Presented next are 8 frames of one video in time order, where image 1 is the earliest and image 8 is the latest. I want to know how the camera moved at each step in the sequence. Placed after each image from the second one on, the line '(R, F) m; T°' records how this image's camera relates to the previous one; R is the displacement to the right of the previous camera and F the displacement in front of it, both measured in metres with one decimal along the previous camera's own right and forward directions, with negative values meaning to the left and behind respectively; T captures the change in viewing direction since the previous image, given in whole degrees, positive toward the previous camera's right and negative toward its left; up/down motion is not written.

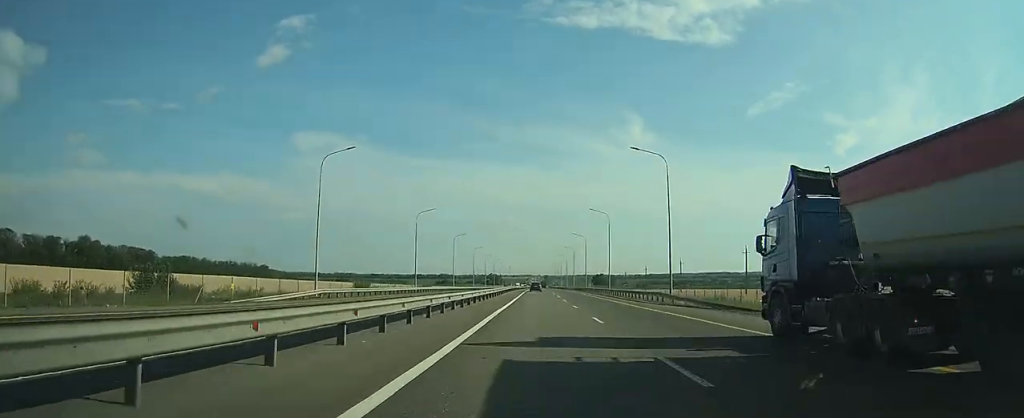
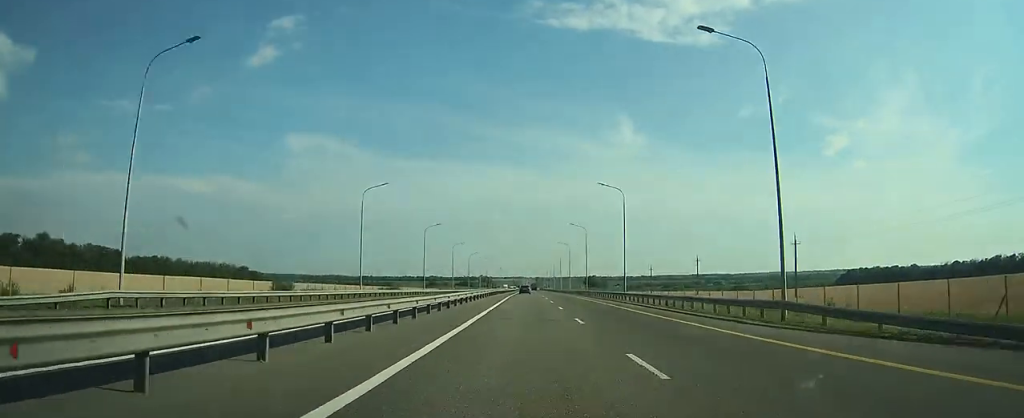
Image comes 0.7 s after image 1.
(0.0, +23.4) m; 0°
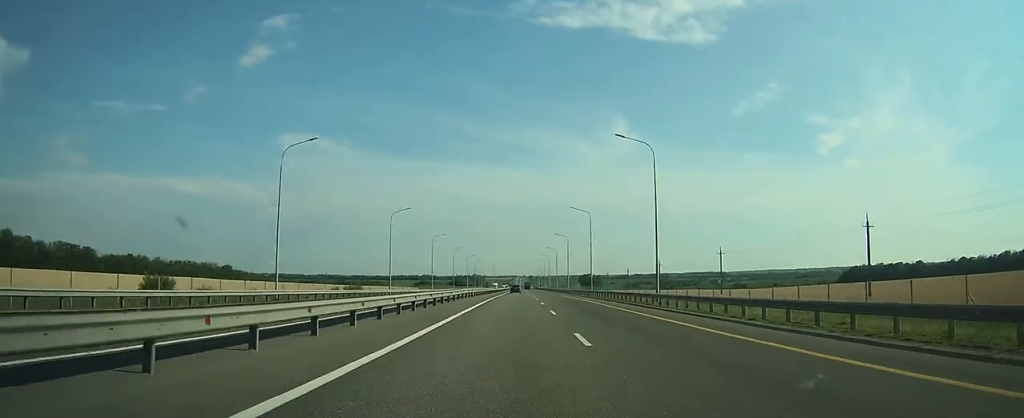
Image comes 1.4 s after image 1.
(0.0, +20.1) m; 0°
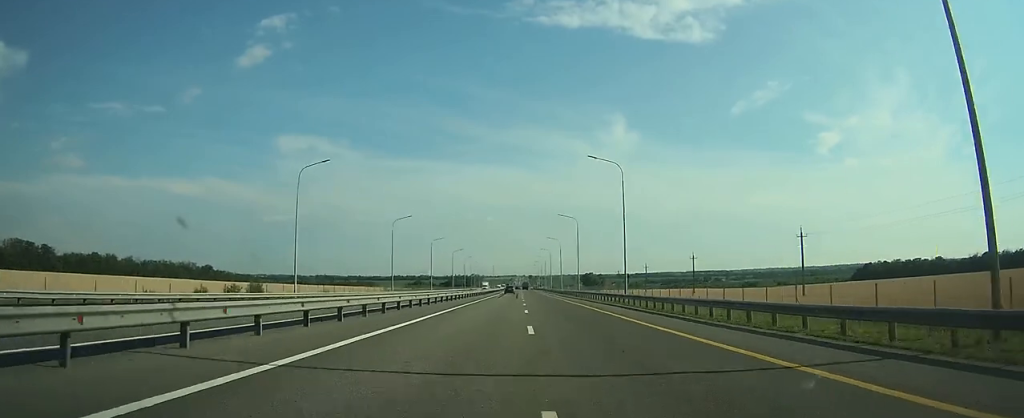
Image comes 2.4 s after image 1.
(+0.2, +33.6) m; +1°
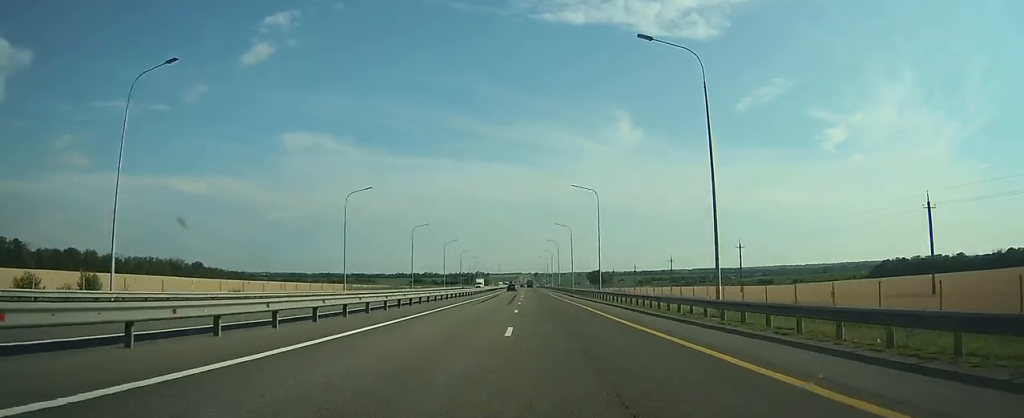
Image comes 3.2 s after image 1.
(+0.2, +24.9) m; 0°
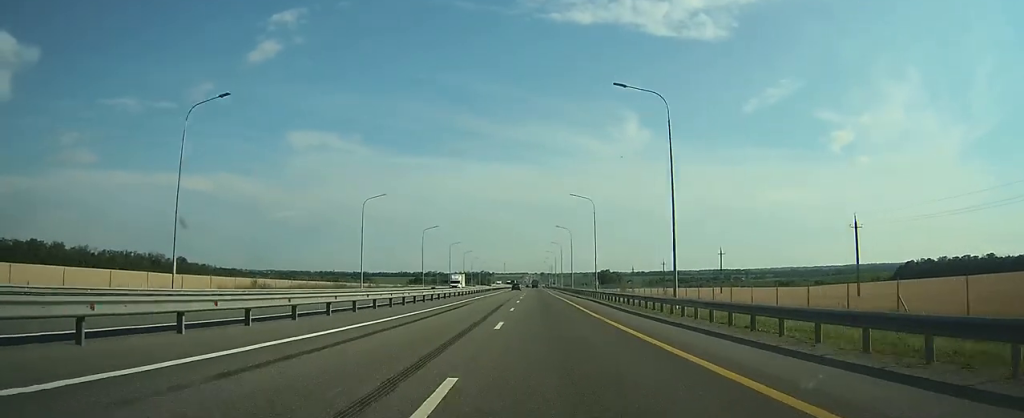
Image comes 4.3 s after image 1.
(-0.1, +33.9) m; -1°
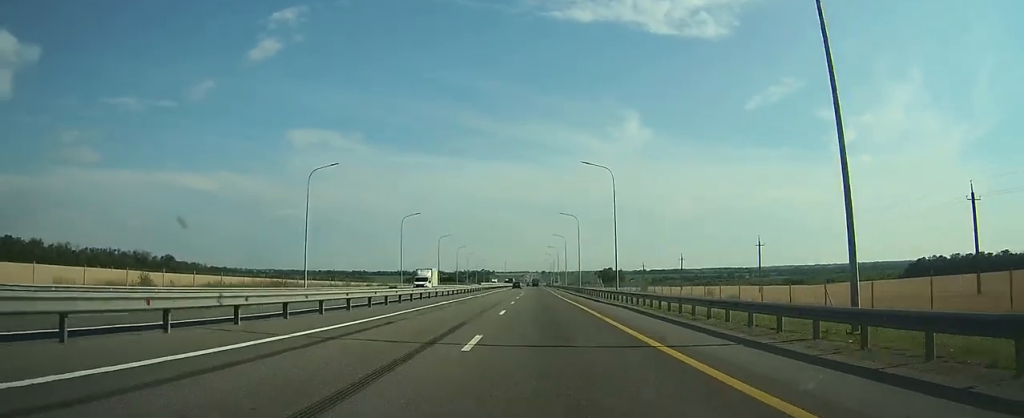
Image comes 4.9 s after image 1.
(-0.1, +18.3) m; 0°
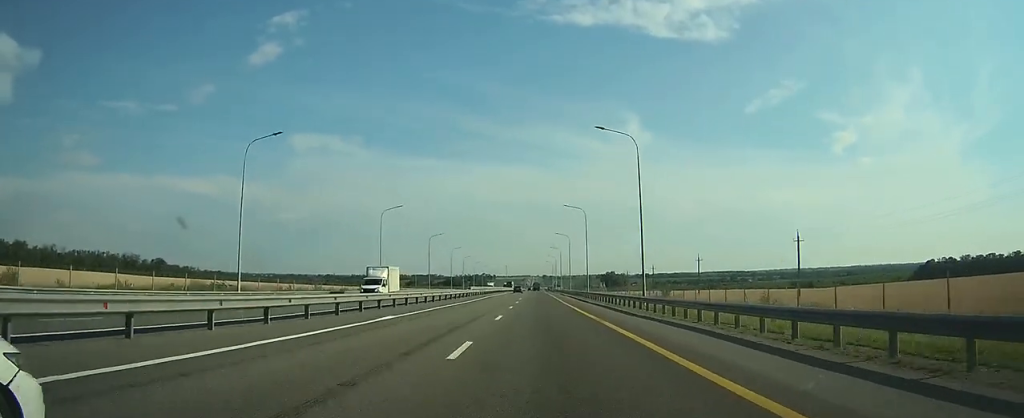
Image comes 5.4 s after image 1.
(0.0, +13.2) m; 0°
